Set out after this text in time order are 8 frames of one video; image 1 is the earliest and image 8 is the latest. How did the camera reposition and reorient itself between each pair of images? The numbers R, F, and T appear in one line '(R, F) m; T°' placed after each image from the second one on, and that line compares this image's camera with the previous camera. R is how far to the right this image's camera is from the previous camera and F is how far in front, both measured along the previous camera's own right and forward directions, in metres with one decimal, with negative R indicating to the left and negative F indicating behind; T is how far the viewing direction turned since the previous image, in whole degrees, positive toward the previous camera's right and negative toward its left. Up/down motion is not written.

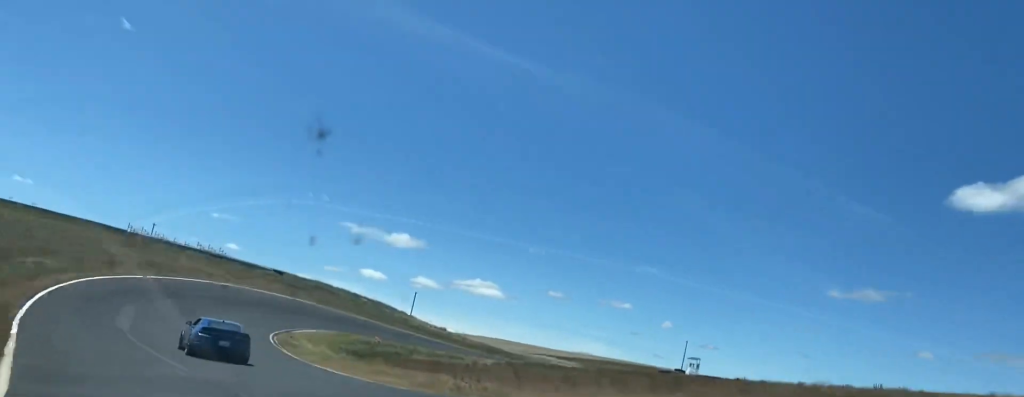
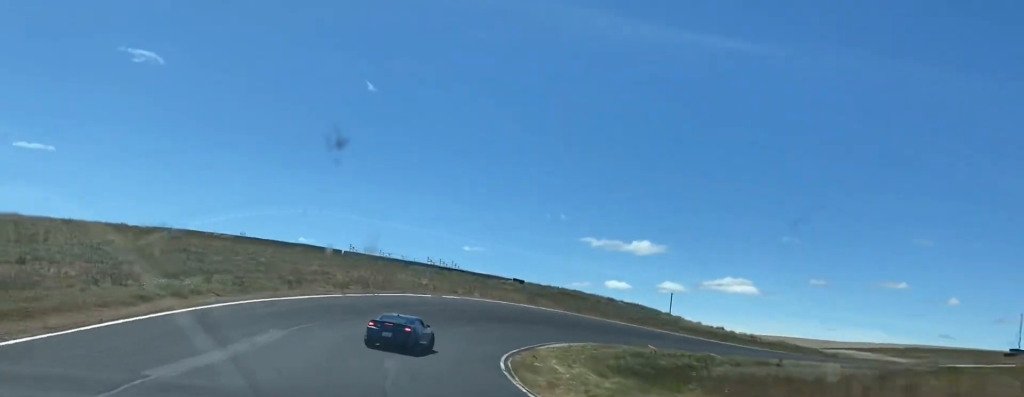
(-4.9, +19.7) m; -11°
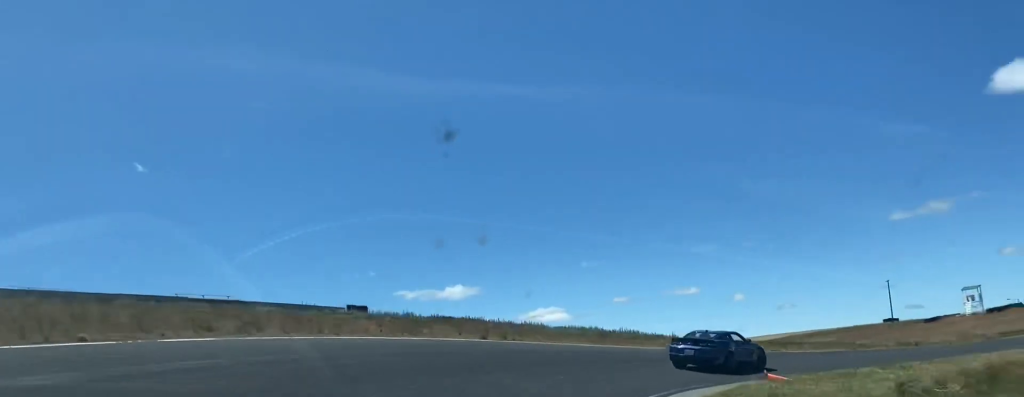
(-1.2, +37.7) m; +9°
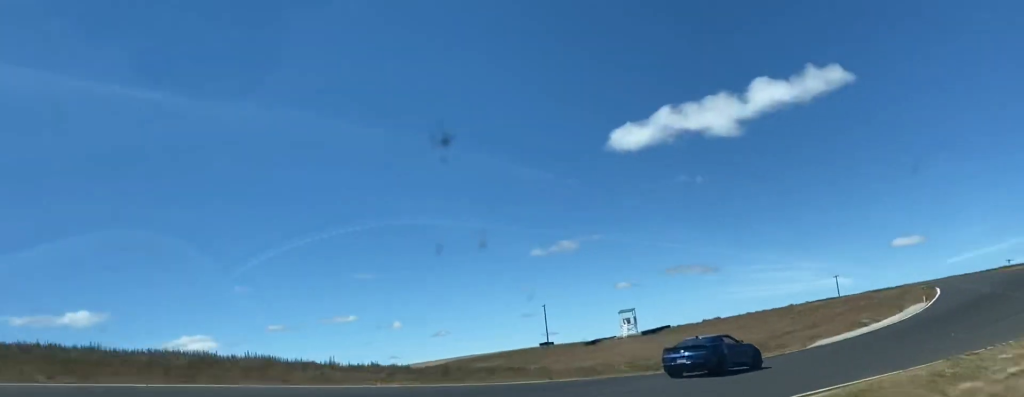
(+0.9, +19.1) m; +20°
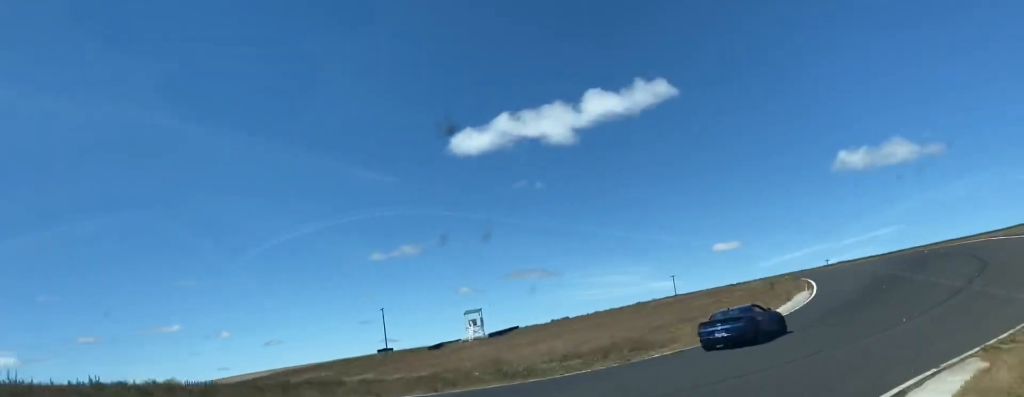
(+3.0, +10.3) m; +11°
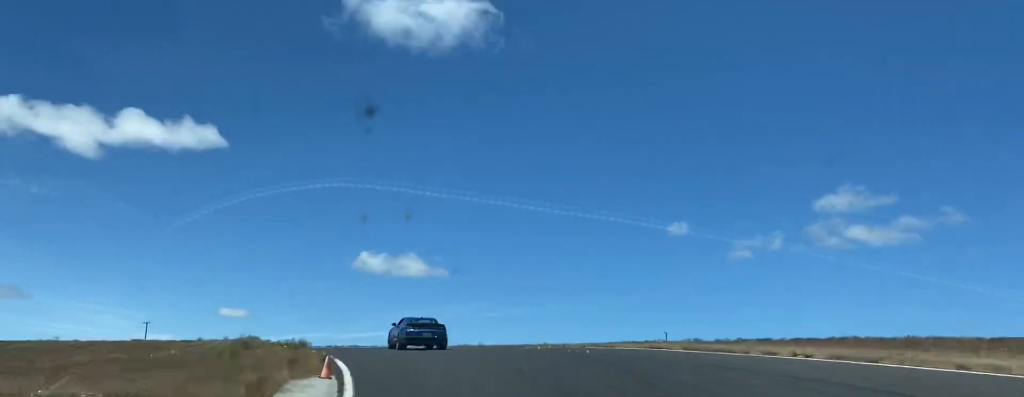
(+11.1, +35.7) m; +25°
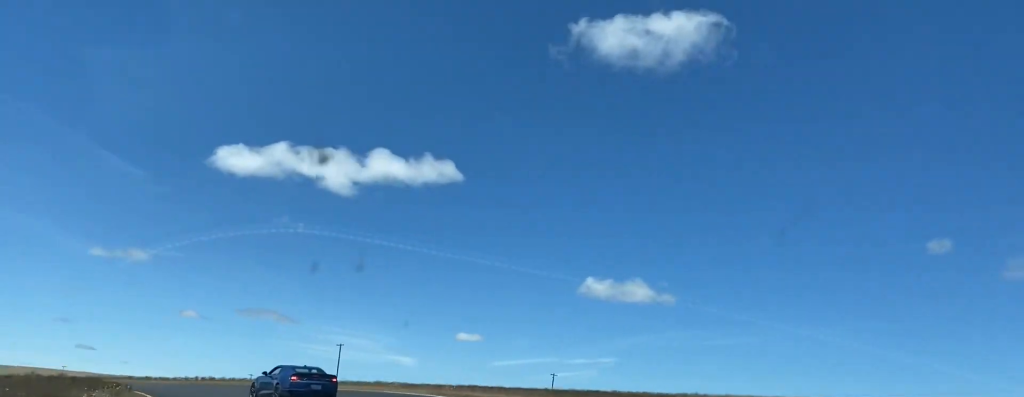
(-0.1, +39.7) m; -10°
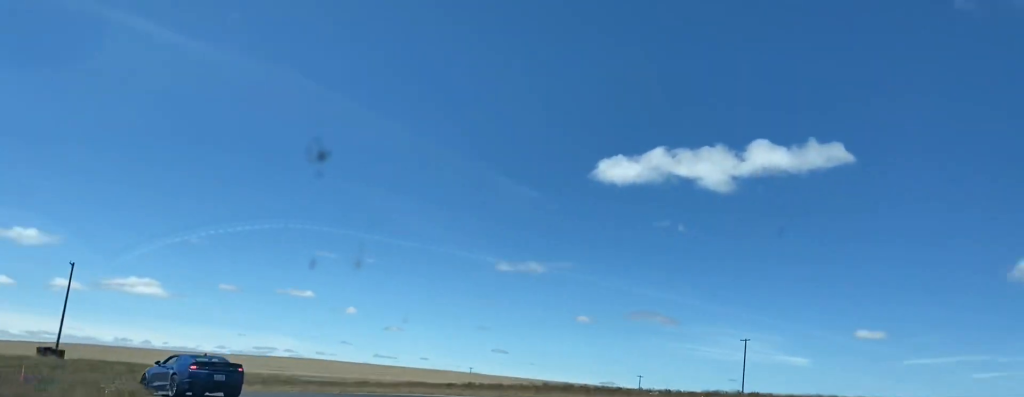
(-5.4, +30.3) m; -23°
